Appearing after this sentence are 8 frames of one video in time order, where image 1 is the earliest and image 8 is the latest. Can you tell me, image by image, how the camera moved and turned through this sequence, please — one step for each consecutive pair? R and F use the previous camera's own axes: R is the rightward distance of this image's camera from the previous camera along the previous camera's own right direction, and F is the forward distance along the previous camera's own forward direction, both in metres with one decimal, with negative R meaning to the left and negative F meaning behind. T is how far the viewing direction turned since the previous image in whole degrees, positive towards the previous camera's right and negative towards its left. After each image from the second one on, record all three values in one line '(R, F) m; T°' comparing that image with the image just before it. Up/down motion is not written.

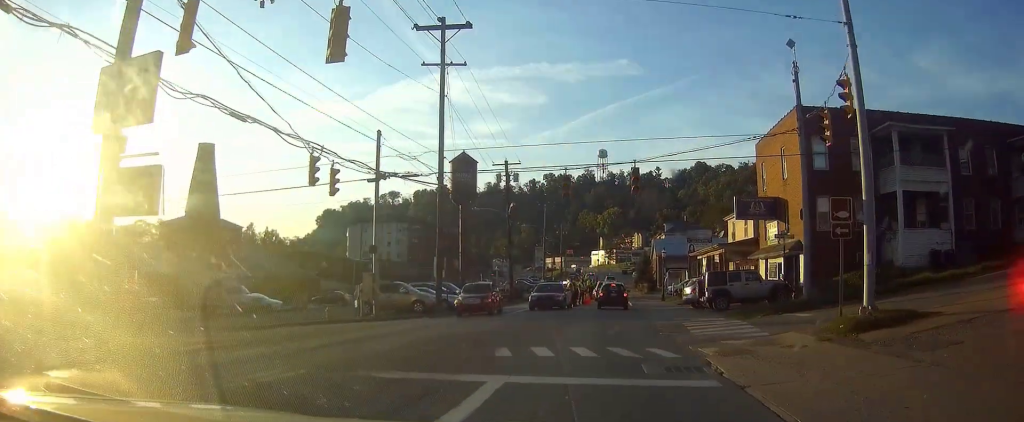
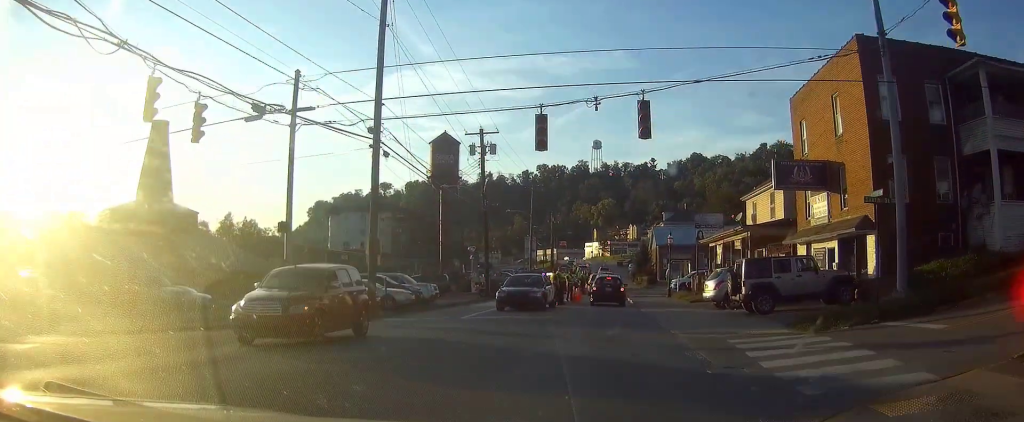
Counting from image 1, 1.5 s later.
(+0.4, +9.3) m; +4°
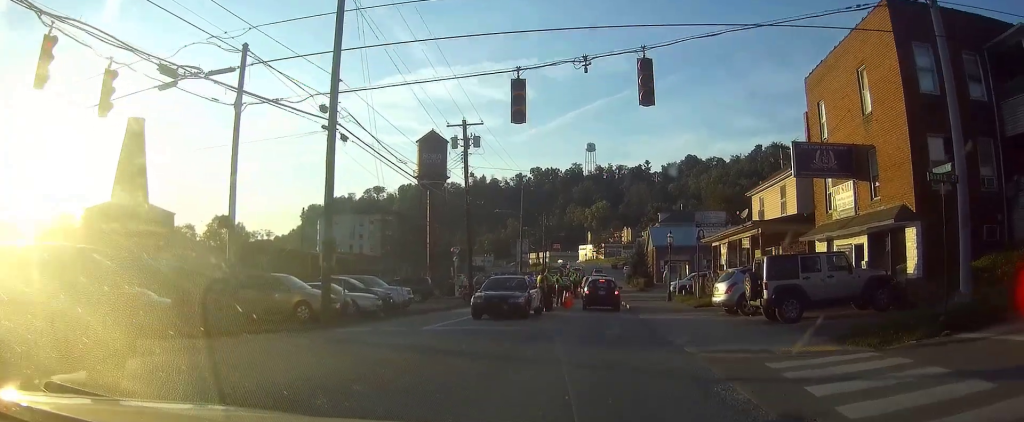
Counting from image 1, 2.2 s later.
(0.0, +3.9) m; +1°
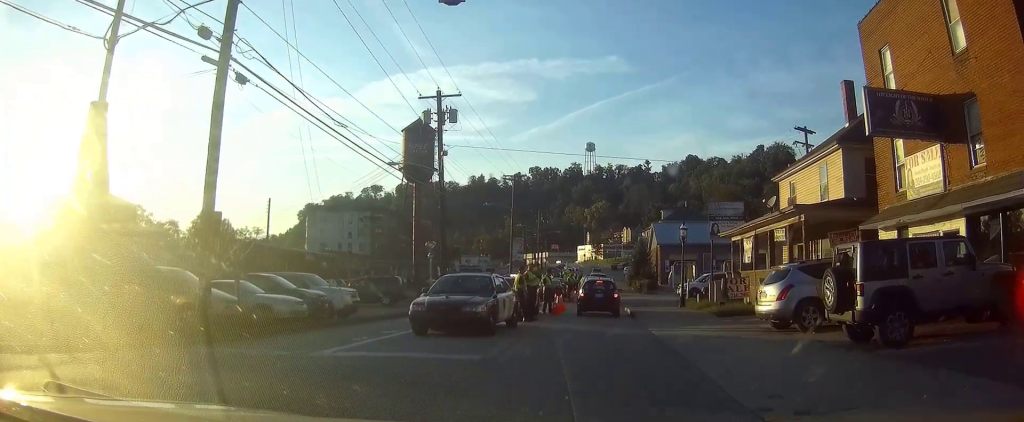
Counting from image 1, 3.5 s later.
(+0.1, +7.2) m; -1°
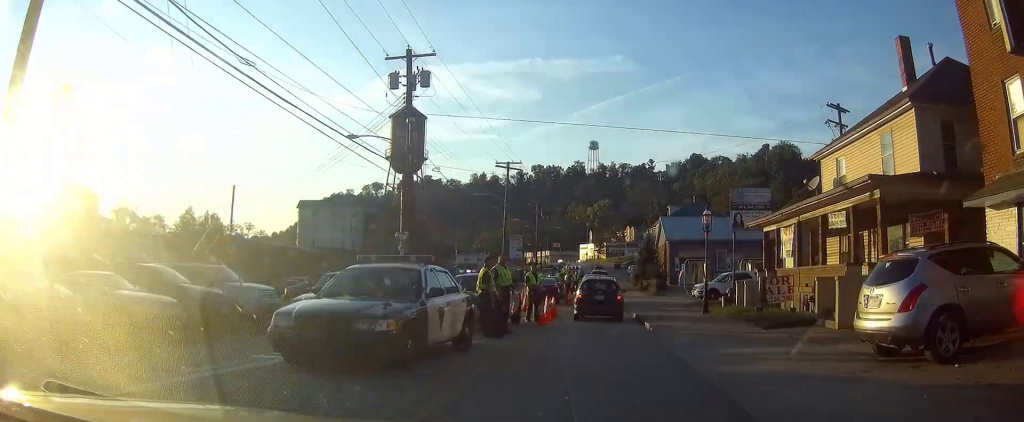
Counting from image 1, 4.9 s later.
(-0.1, +7.3) m; 0°
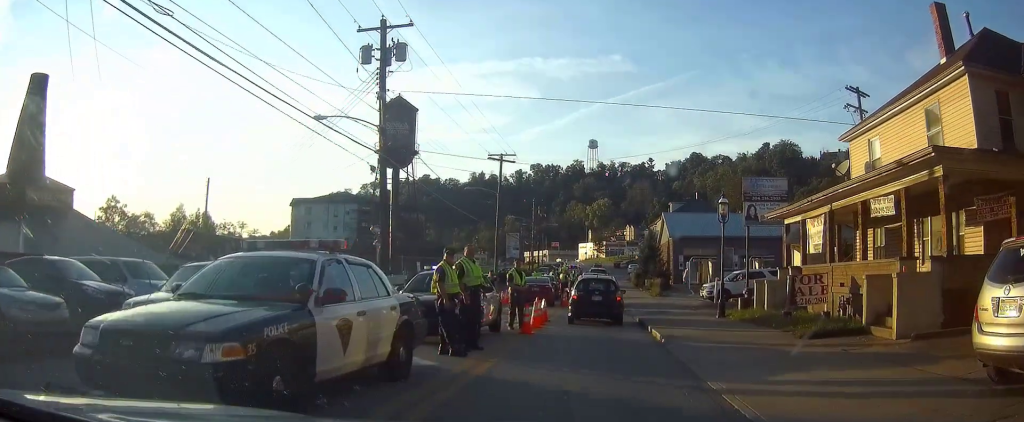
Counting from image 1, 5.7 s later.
(0.0, +4.1) m; 0°
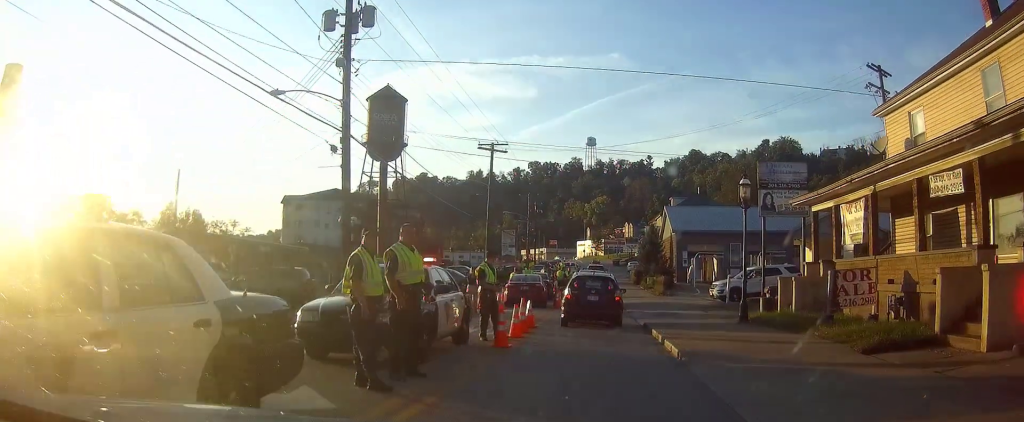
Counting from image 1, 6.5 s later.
(0.0, +4.2) m; 0°
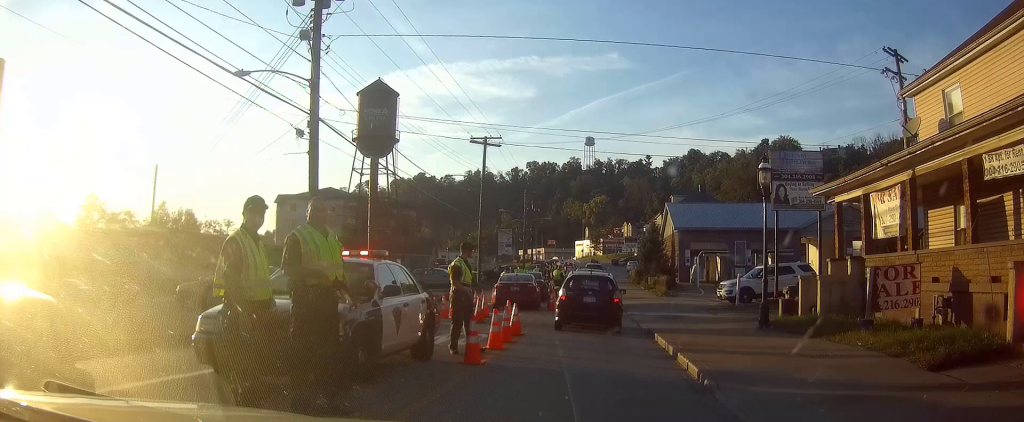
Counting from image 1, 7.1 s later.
(0.0, +2.9) m; 0°
